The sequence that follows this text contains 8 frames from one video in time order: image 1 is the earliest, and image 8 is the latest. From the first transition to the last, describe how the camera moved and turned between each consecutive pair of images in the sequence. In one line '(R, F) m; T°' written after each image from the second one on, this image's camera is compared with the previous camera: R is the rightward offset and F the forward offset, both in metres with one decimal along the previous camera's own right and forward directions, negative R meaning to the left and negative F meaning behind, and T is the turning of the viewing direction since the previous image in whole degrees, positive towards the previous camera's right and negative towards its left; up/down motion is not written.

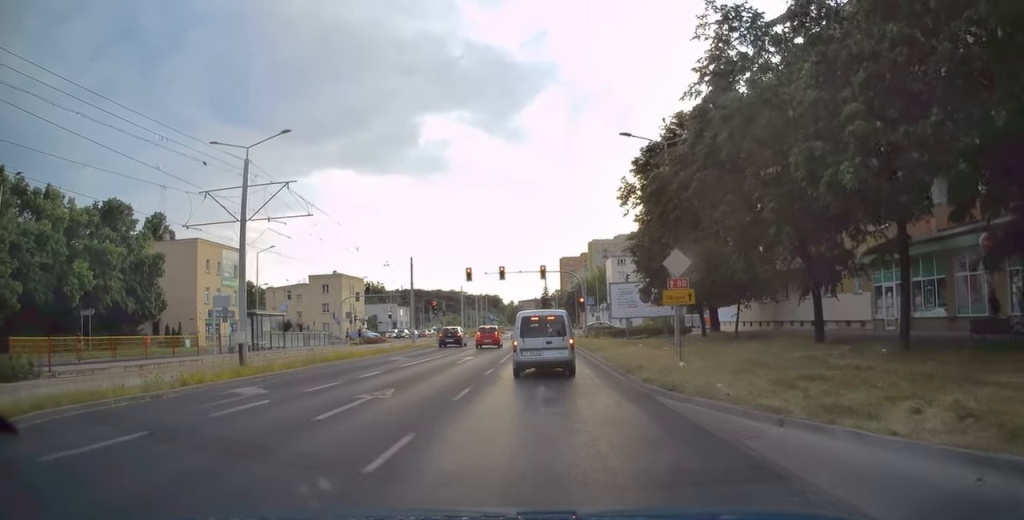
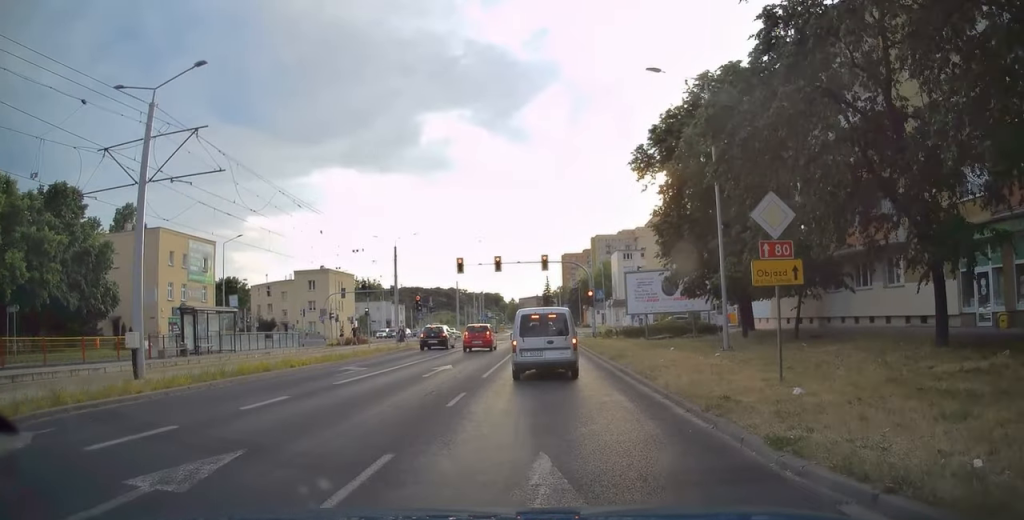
(0.0, +13.4) m; 0°
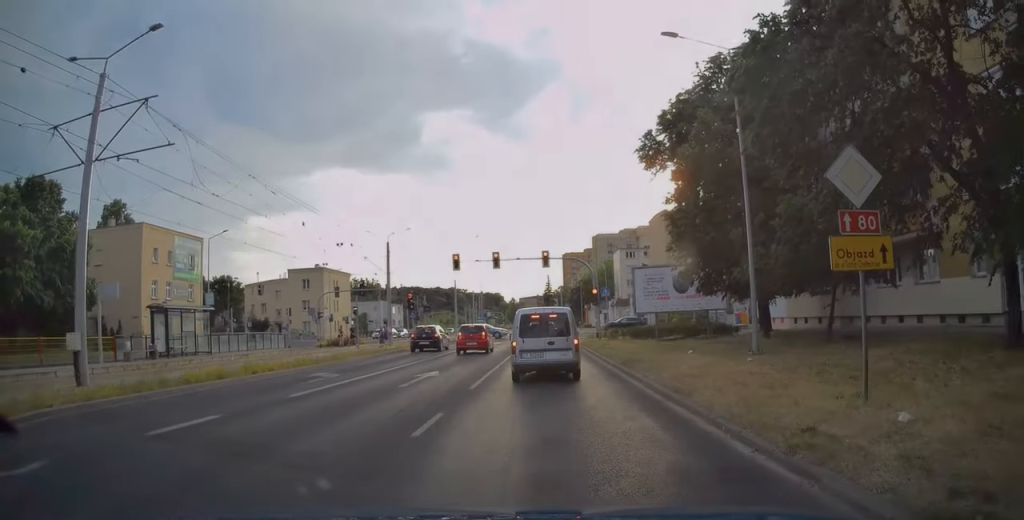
(0.0, +4.6) m; -1°
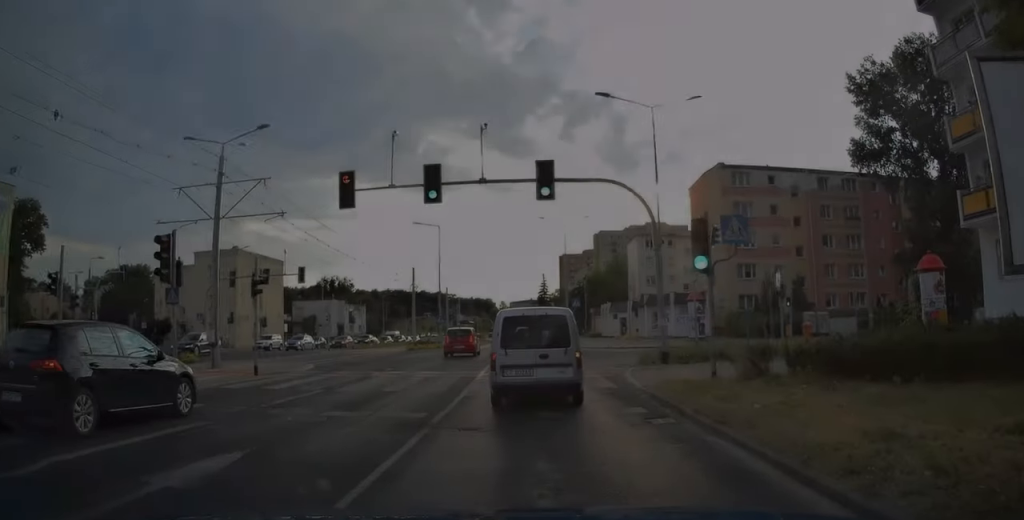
(-0.3, +10.0) m; -2°
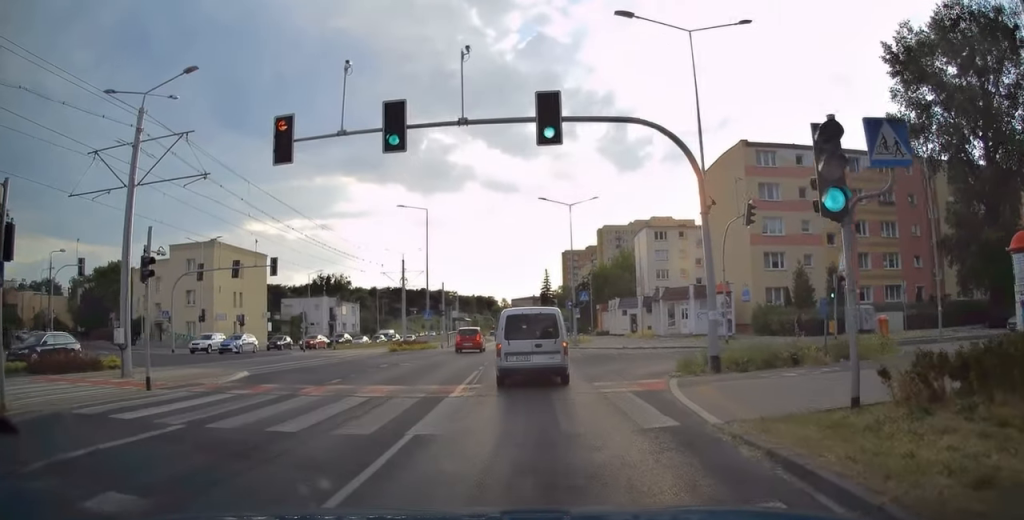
(+0.1, +7.9) m; +1°
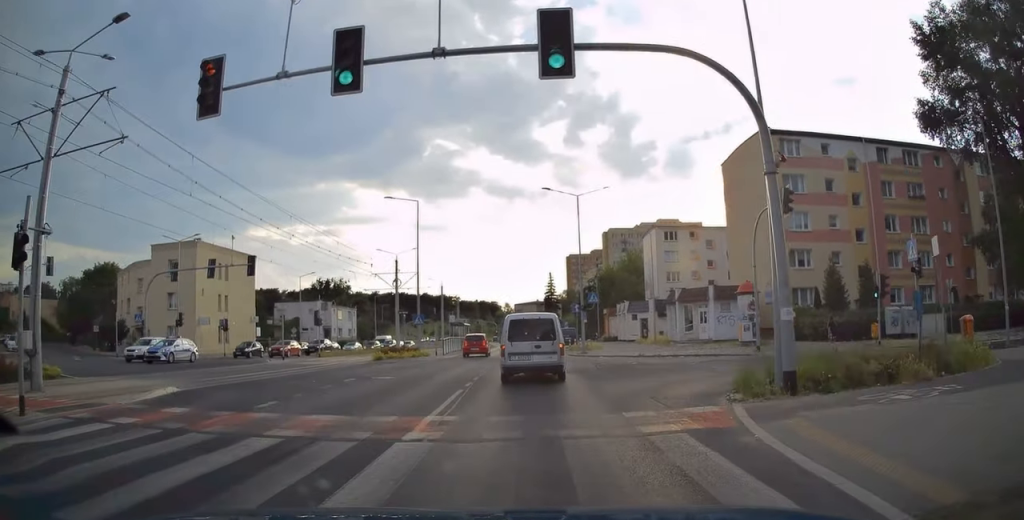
(0.0, +5.3) m; -1°
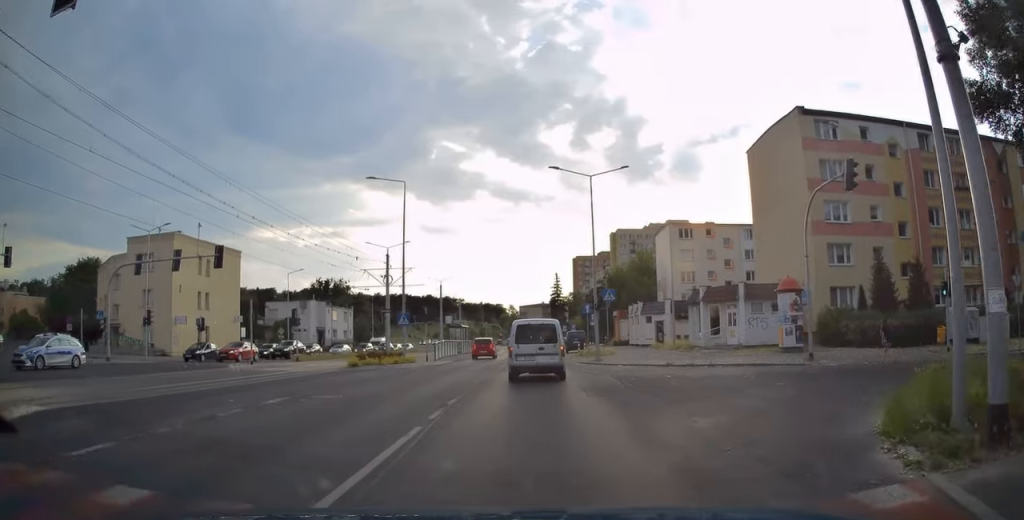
(-0.1, +6.0) m; -1°
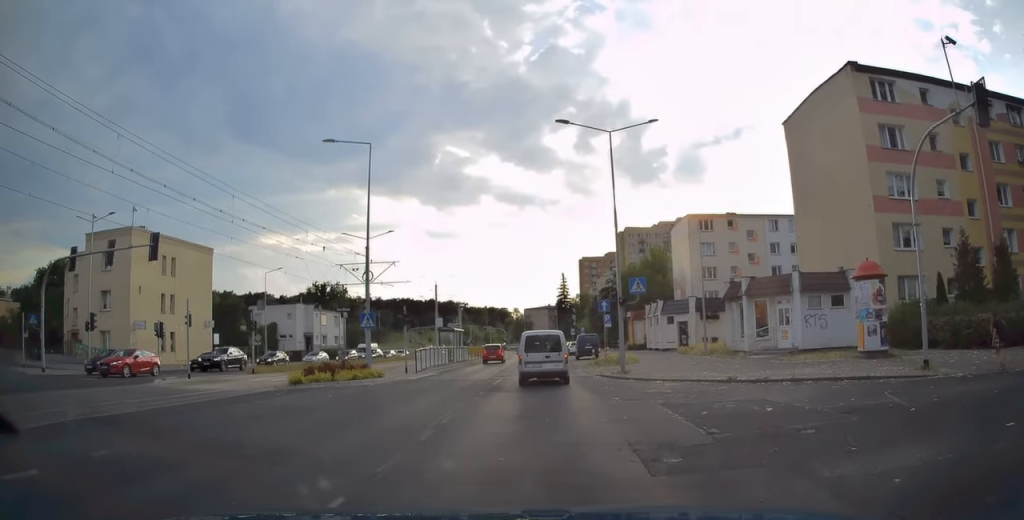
(-0.1, +7.9) m; -1°
